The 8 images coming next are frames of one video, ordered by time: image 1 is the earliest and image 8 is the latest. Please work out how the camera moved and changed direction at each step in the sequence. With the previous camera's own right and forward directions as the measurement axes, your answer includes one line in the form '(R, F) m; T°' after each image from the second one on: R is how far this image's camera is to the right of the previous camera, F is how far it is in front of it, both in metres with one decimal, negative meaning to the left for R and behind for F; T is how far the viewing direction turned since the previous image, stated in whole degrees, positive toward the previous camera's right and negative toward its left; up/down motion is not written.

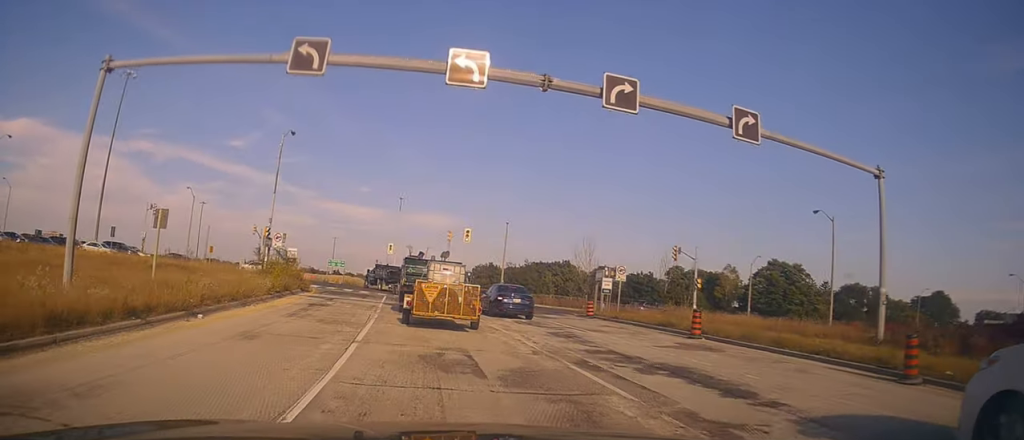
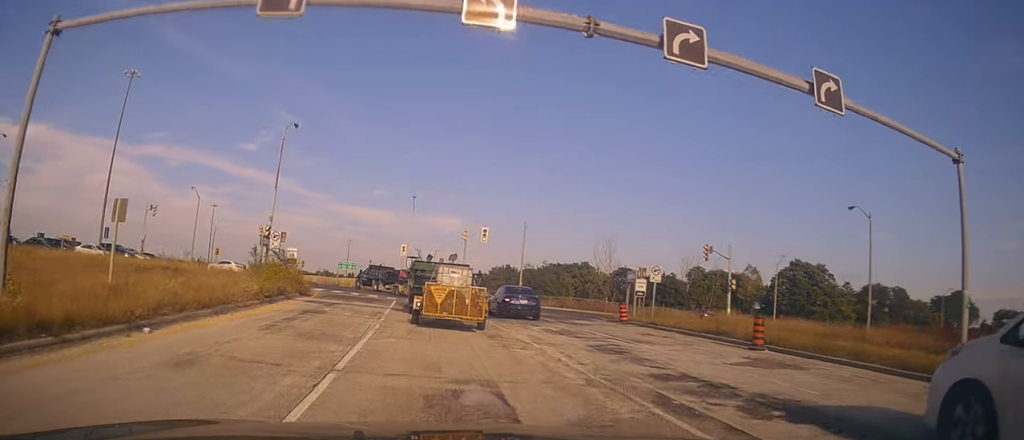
(+0.1, +3.1) m; 0°
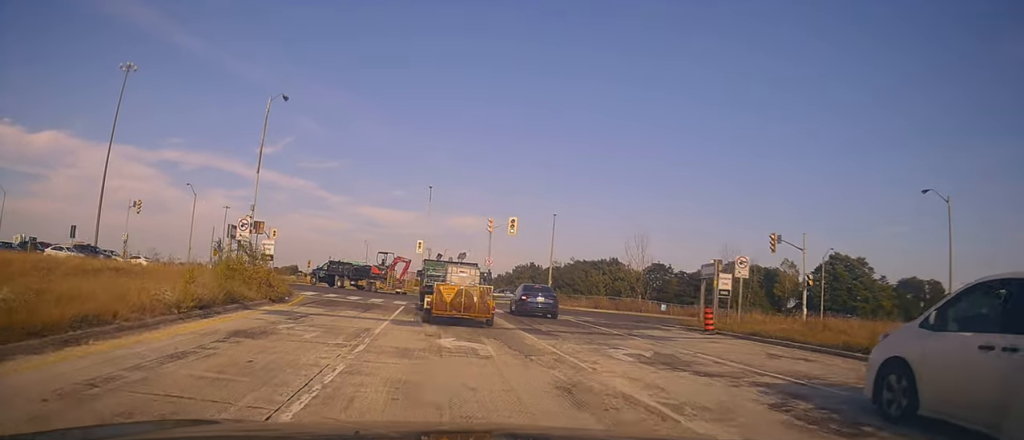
(-0.2, +6.9) m; +2°
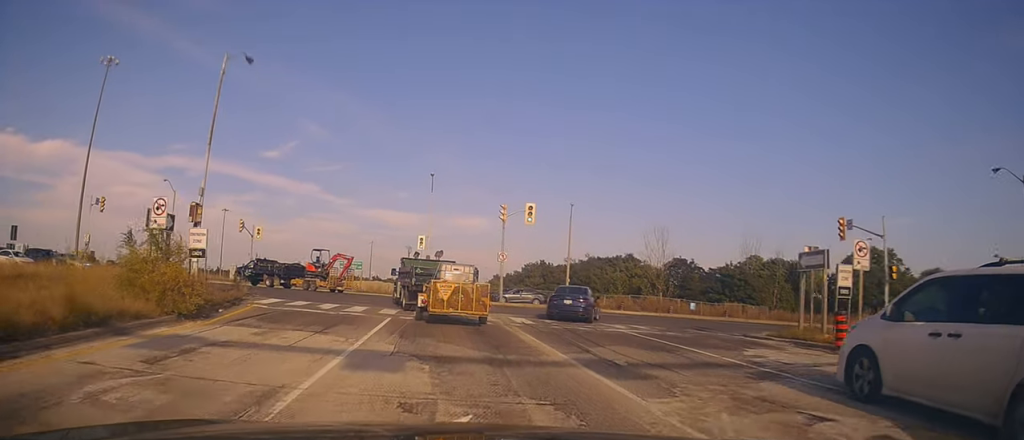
(+0.3, +6.8) m; -2°
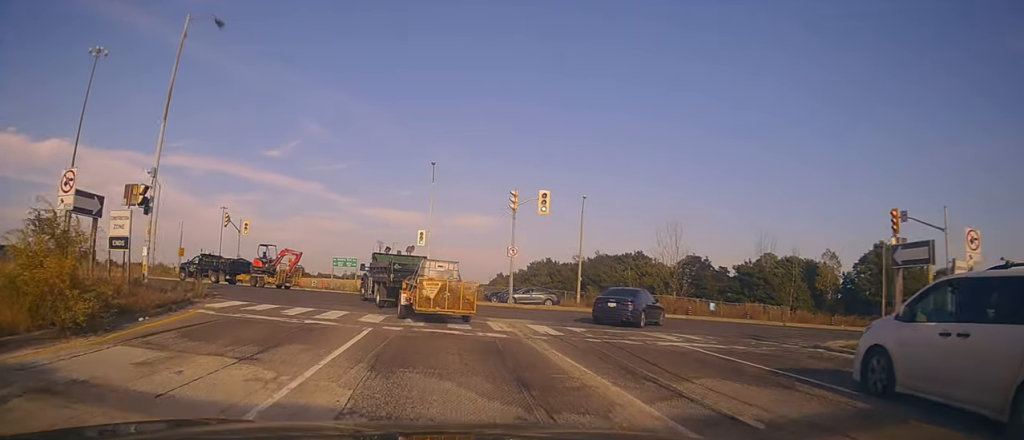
(+0.1, +4.2) m; -2°
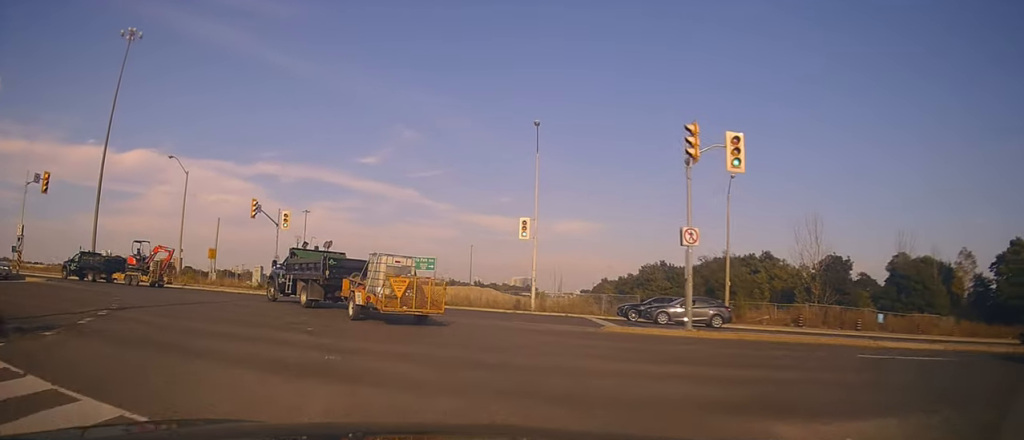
(-0.7, +14.0) m; -5°
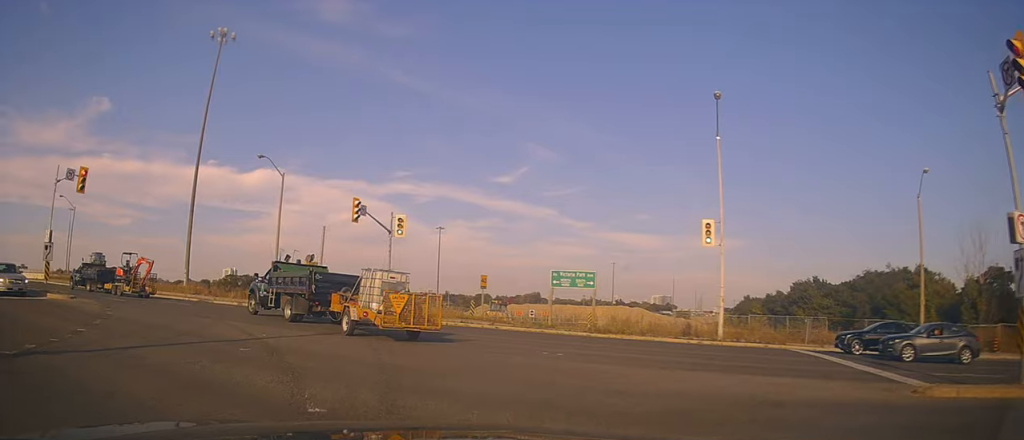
(-0.8, +9.2) m; -12°
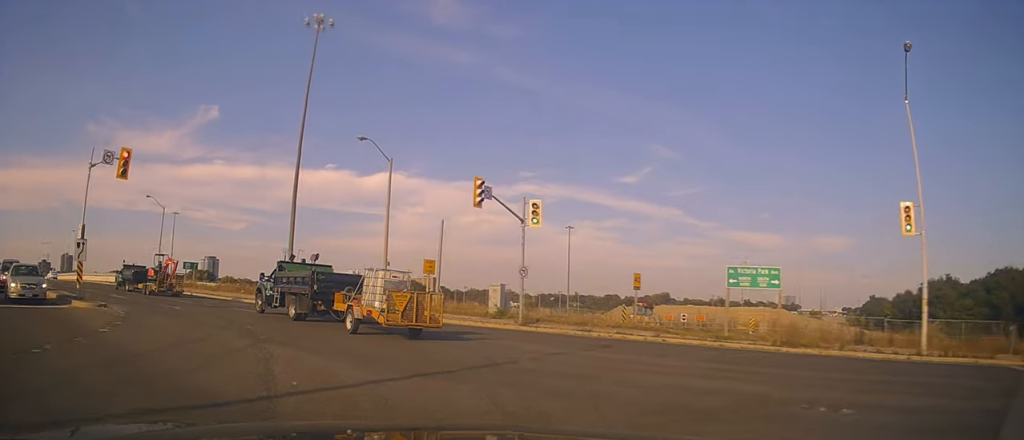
(-0.7, +6.8) m; -13°
